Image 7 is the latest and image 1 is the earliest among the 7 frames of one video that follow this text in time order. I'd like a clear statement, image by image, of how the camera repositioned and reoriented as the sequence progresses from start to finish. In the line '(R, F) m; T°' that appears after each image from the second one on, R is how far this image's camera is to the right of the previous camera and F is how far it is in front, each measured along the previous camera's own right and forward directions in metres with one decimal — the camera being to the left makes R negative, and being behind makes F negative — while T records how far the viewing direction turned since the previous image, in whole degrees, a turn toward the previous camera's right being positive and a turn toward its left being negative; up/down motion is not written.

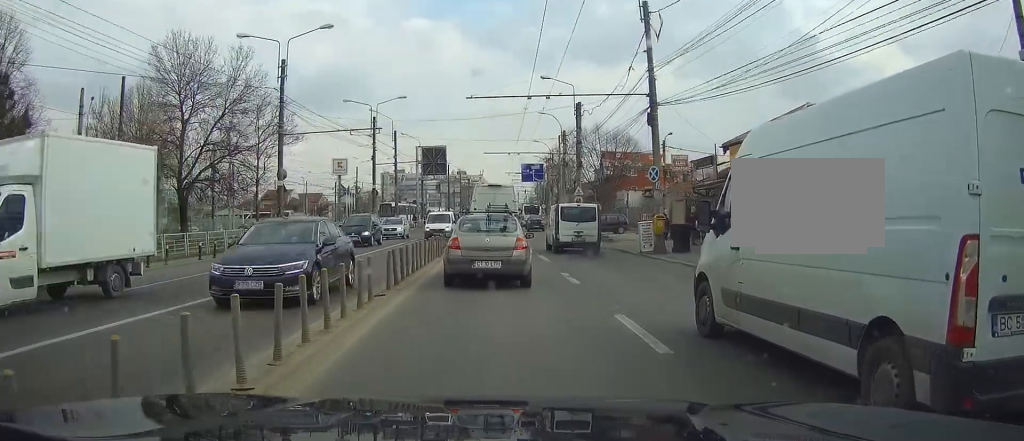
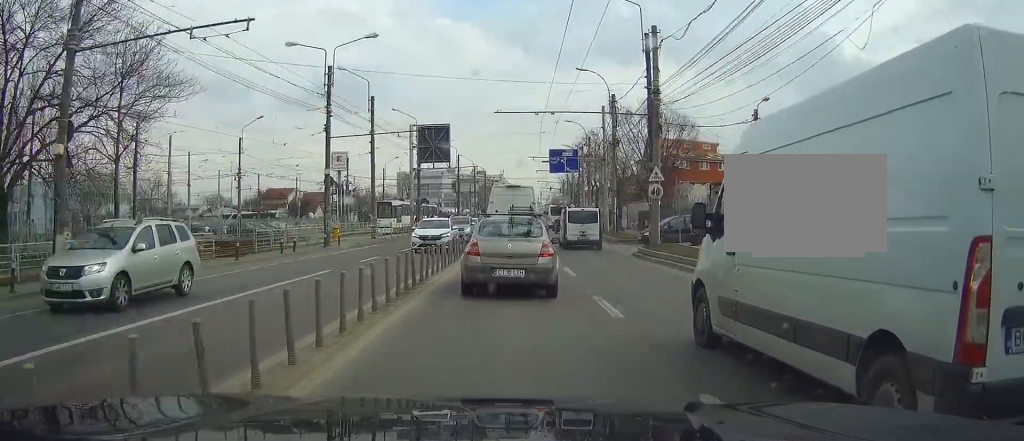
(-0.2, +20.5) m; -1°
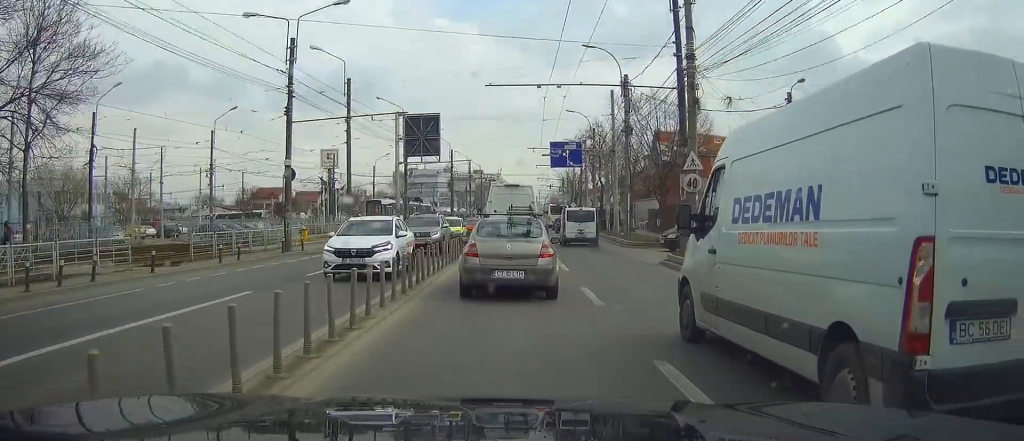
(0.0, +6.3) m; 0°
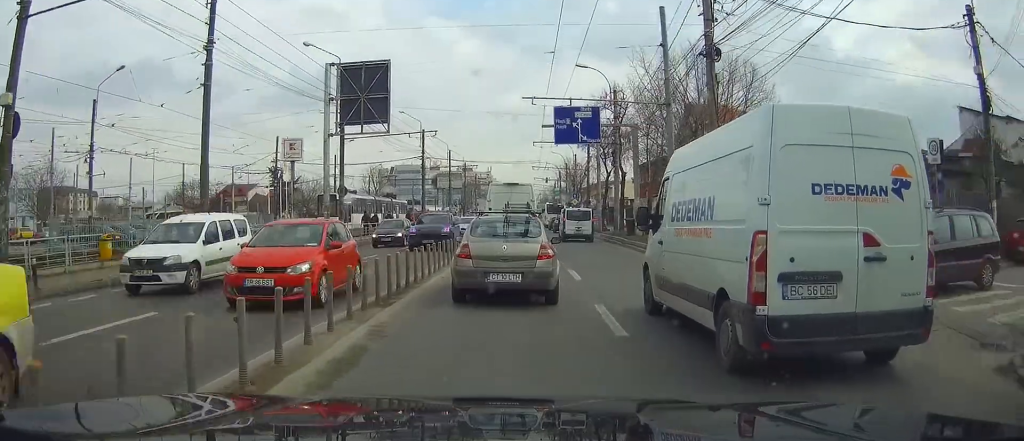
(+0.2, +19.2) m; +1°
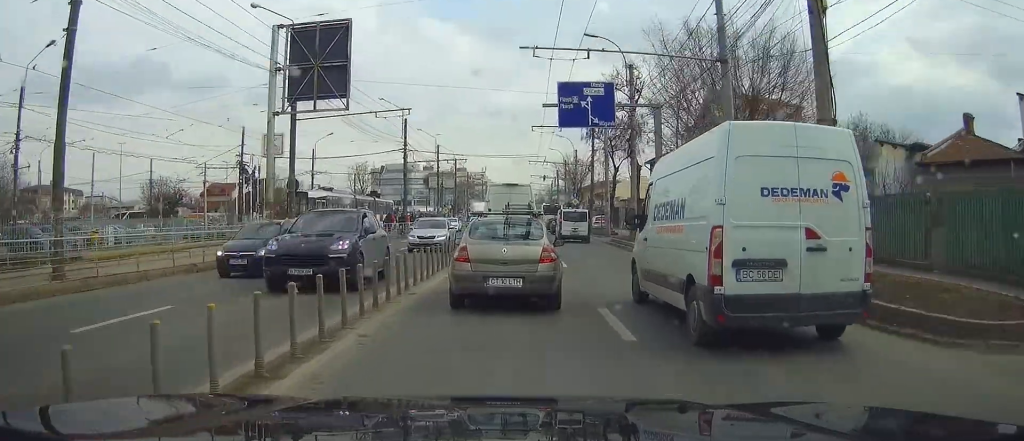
(0.0, +8.4) m; 0°
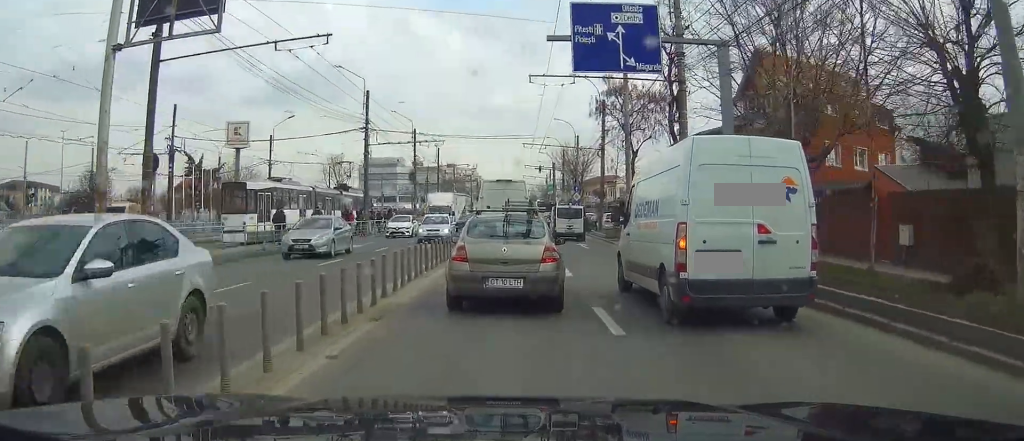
(0.0, +12.8) m; 0°
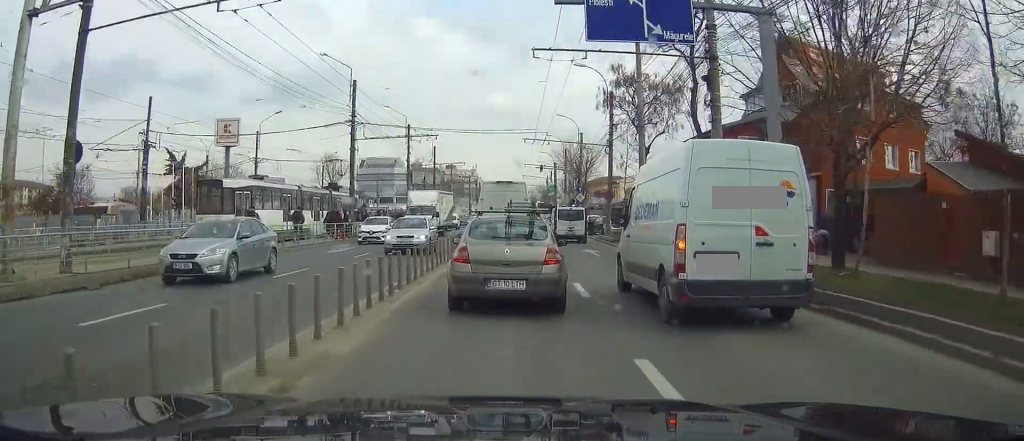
(0.0, +4.1) m; 0°
